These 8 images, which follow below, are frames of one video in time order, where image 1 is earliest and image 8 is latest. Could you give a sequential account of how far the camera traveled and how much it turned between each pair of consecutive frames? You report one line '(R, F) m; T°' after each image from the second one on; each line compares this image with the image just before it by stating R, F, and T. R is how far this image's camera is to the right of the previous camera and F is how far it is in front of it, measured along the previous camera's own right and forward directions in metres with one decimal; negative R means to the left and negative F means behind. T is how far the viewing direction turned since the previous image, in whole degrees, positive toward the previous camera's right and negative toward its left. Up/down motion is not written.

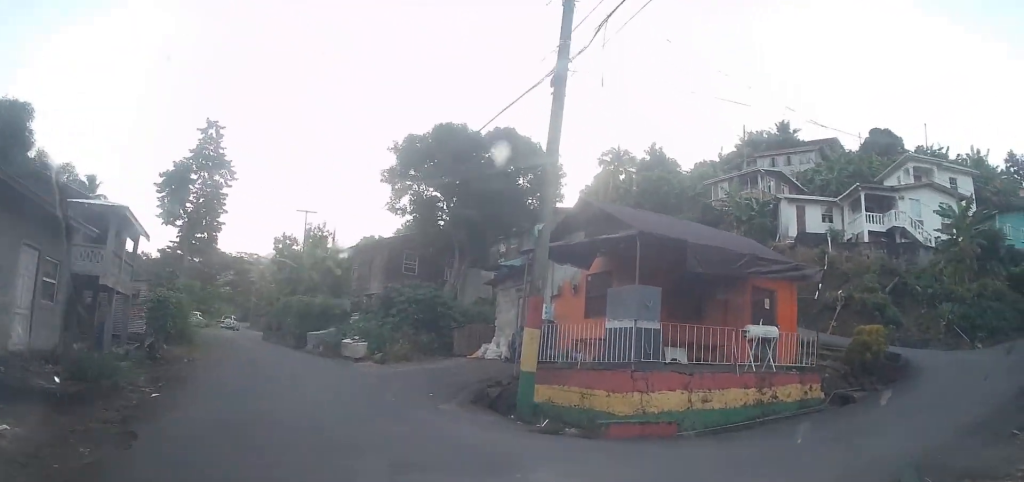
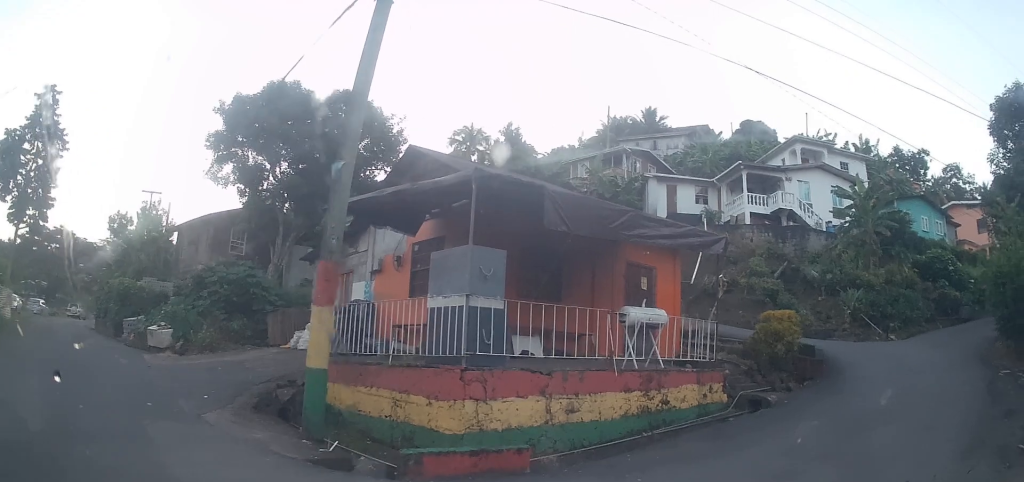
(0.0, +3.9) m; +18°
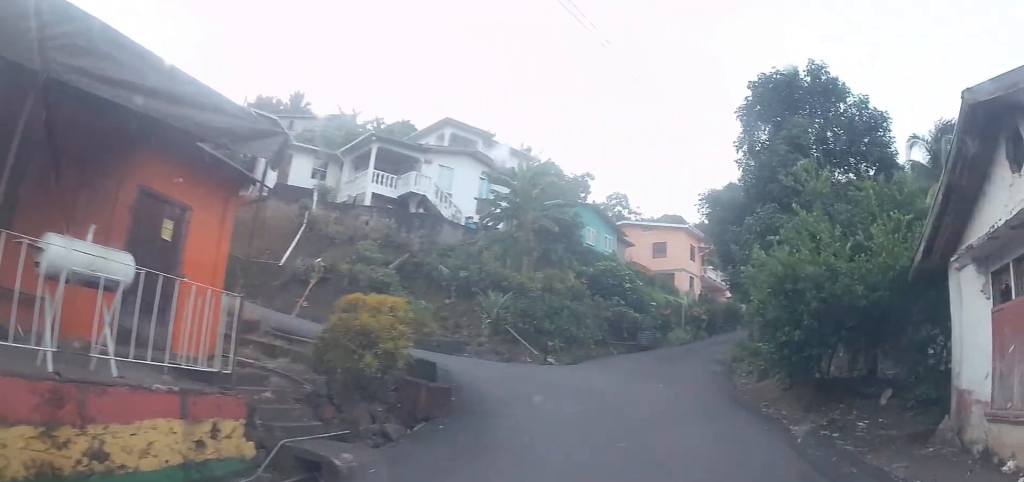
(+2.6, +5.8) m; +40°
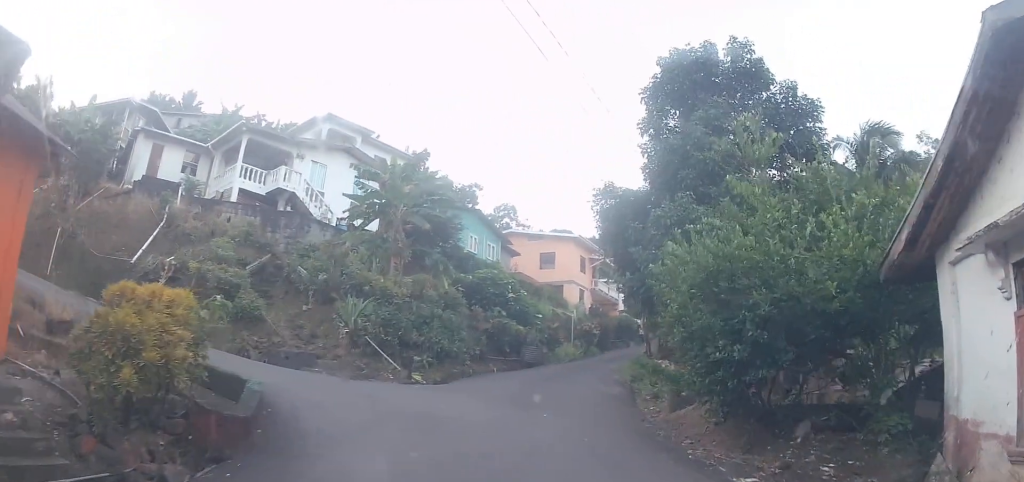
(+0.2, +2.2) m; +10°
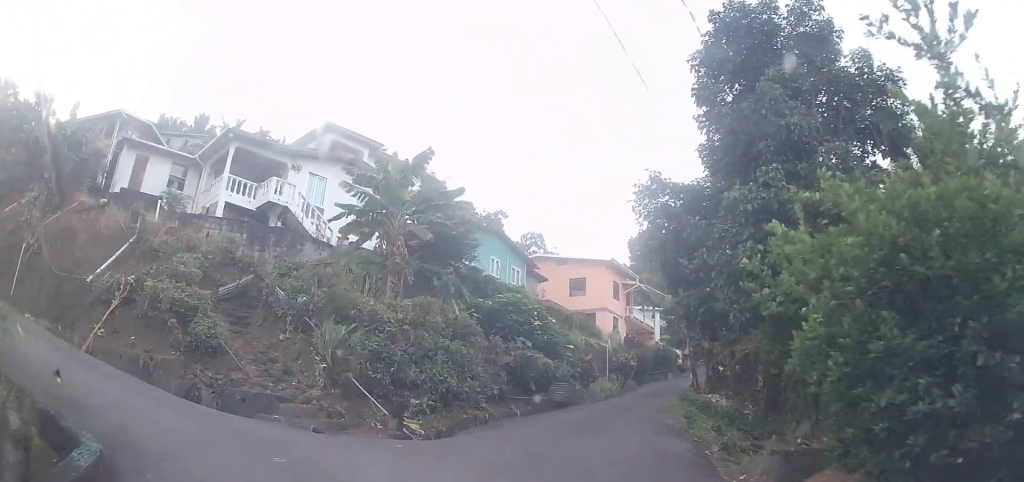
(+0.4, +2.7) m; -9°
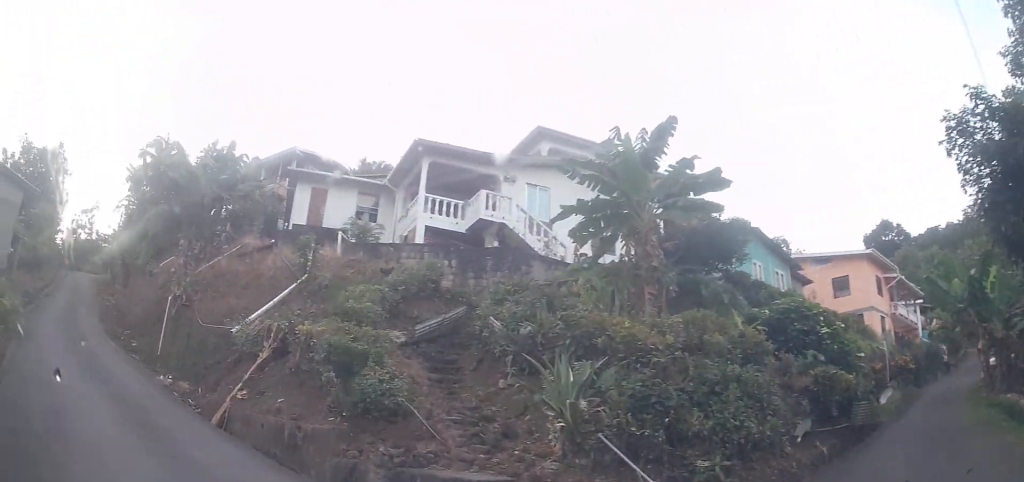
(-1.2, +4.6) m; -22°
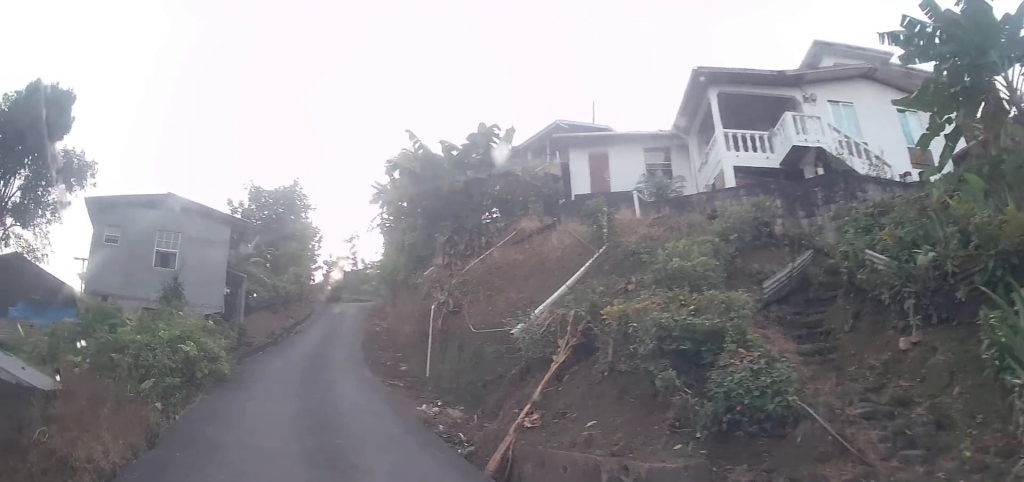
(-0.5, +3.5) m; -24°
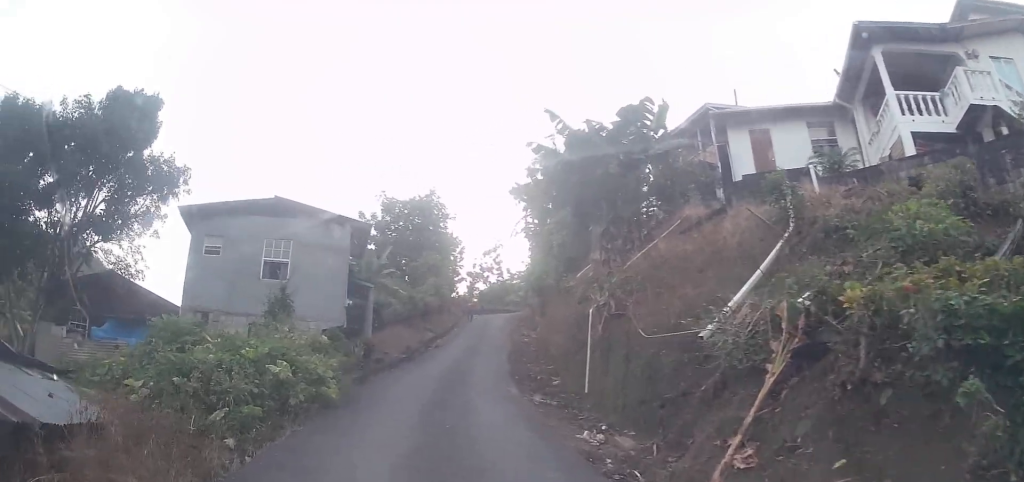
(-0.4, +1.9) m; -17°
